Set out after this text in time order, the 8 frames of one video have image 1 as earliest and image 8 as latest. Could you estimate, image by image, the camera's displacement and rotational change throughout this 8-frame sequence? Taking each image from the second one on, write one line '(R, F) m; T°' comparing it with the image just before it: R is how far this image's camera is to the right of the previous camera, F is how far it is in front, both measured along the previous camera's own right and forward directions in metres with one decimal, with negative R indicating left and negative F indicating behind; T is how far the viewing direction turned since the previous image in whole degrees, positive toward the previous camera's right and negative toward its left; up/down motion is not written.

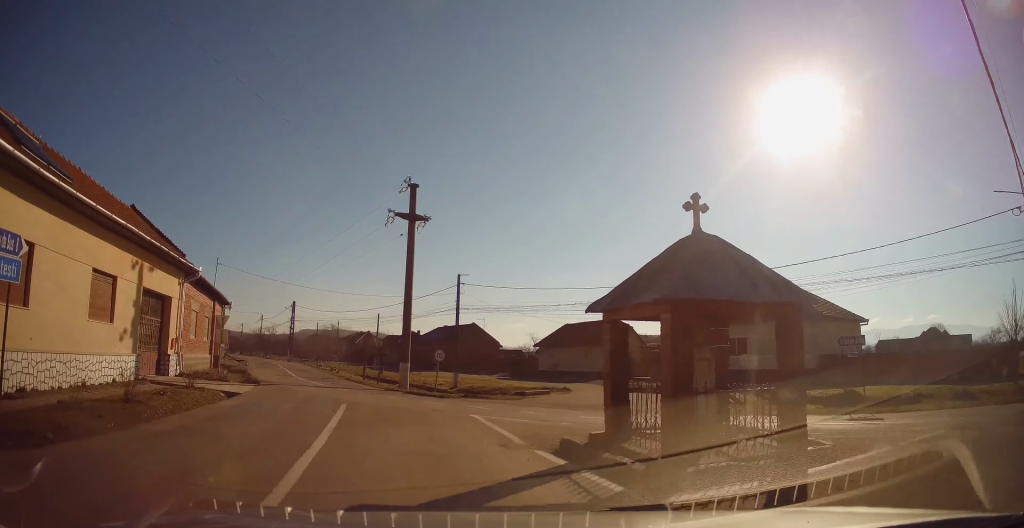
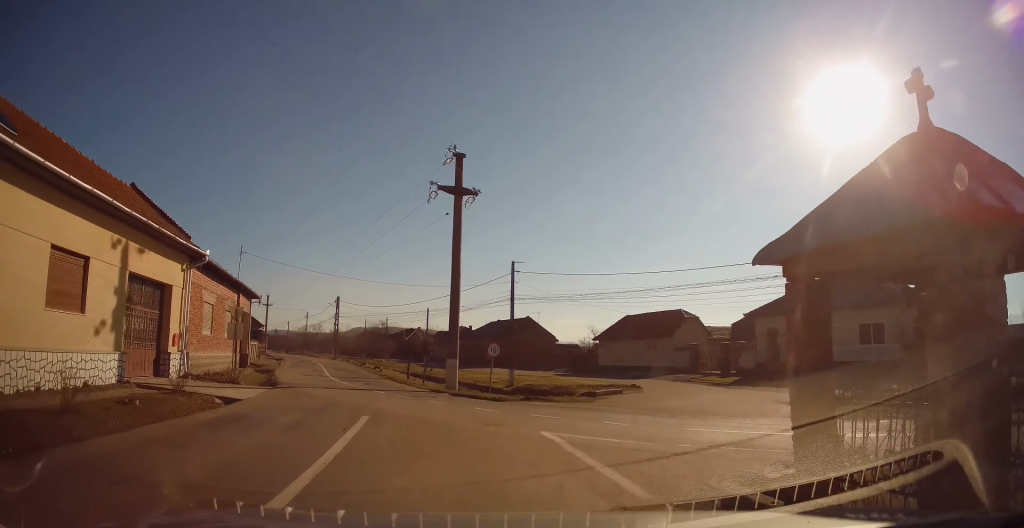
(-0.5, +3.7) m; -7°
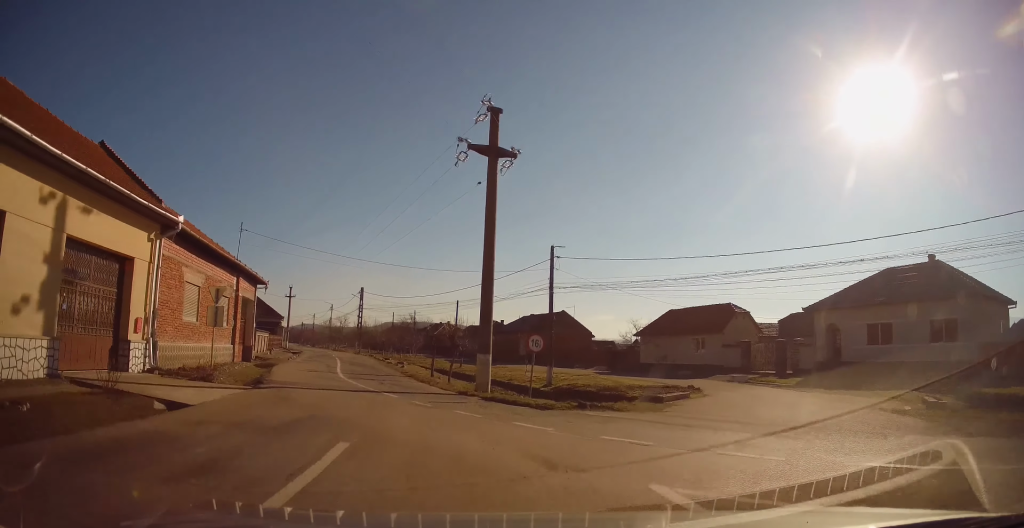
(0.0, +3.7) m; 0°
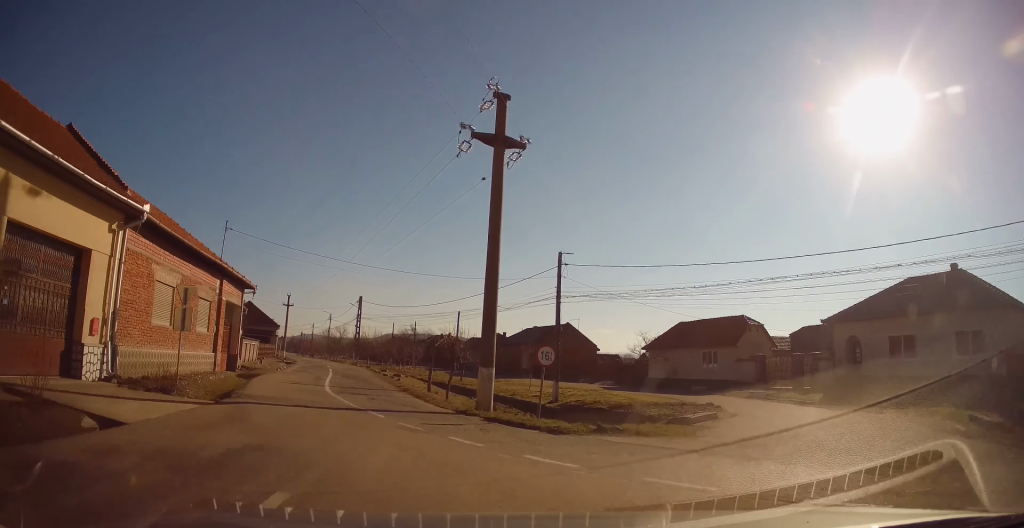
(0.0, +2.0) m; 0°
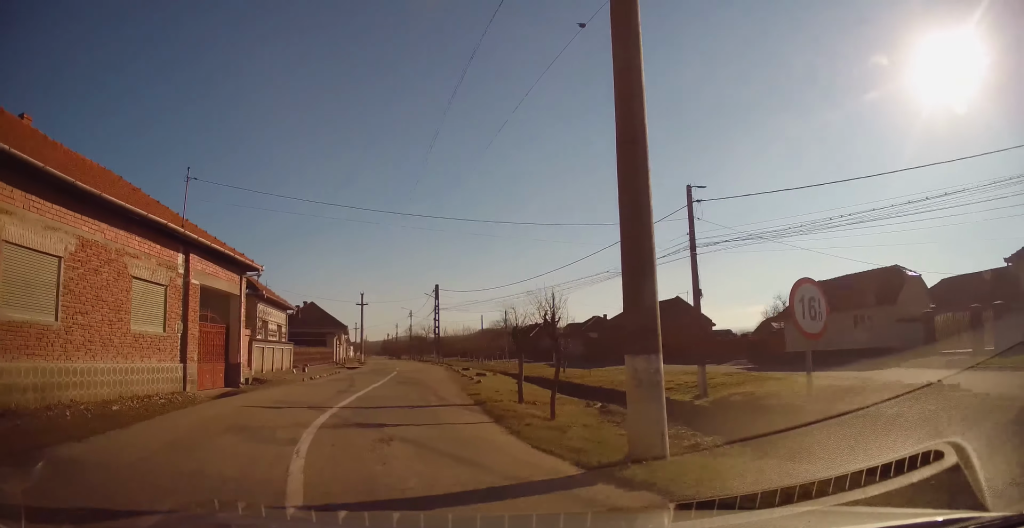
(-0.2, +9.4) m; -7°
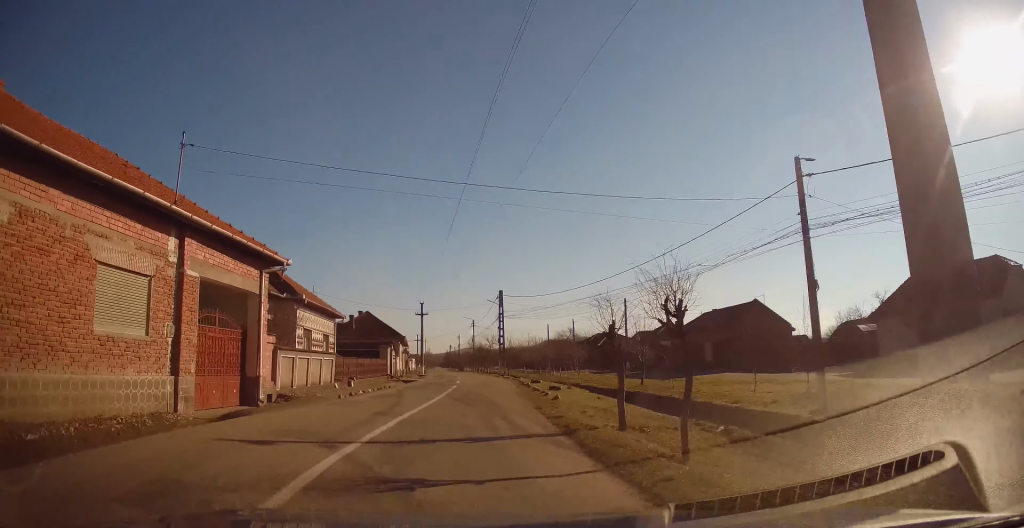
(-0.2, +3.8) m; -5°
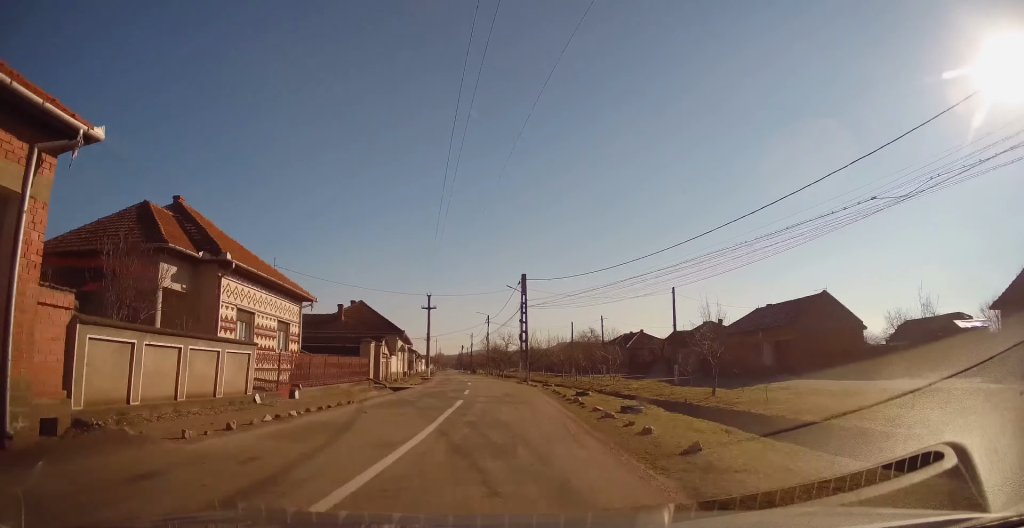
(-0.8, +10.0) m; -7°
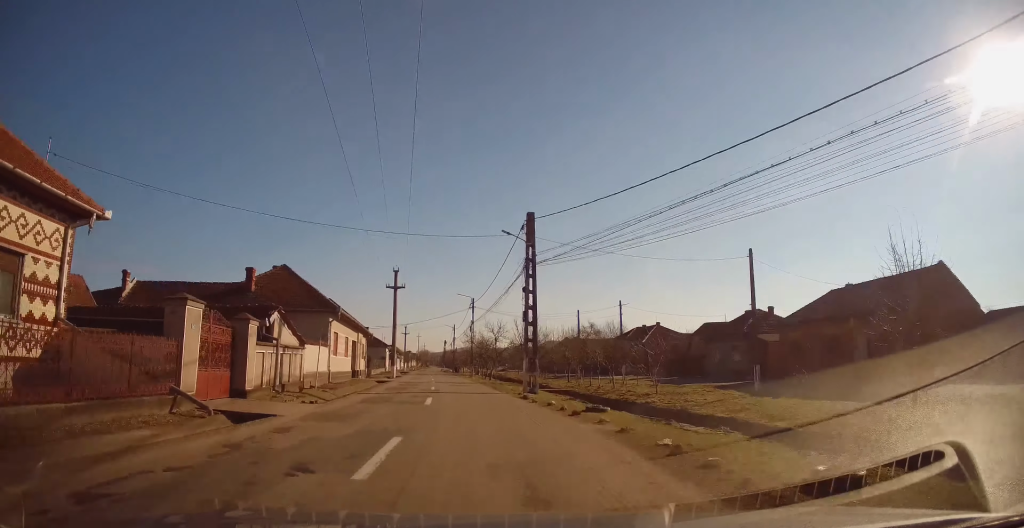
(+0.7, +16.1) m; +2°
